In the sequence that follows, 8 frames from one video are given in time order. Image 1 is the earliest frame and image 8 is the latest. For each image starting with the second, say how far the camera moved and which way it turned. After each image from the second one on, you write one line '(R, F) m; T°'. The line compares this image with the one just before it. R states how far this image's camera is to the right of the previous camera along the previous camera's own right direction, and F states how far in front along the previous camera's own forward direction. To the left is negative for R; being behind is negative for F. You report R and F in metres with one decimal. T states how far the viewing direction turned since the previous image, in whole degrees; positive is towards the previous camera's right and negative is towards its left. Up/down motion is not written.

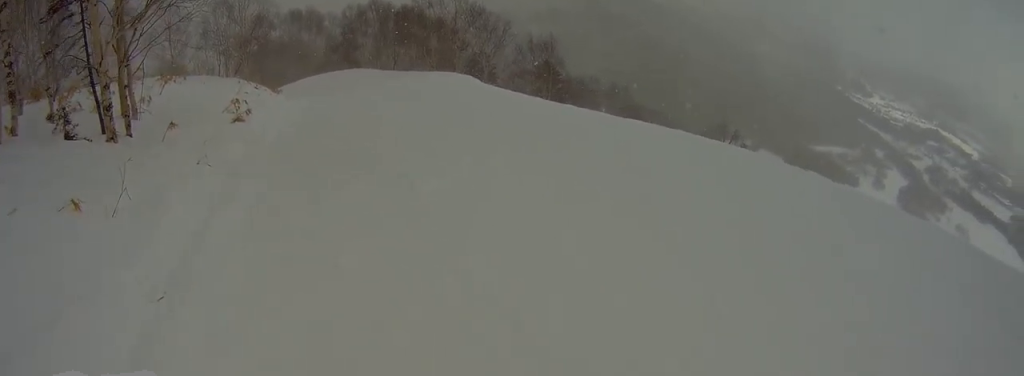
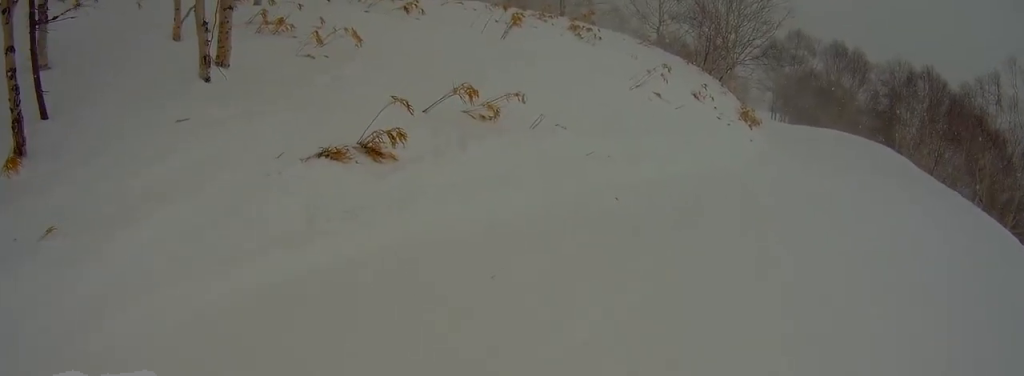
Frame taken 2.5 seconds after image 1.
(+0.5, +11.4) m; -20°
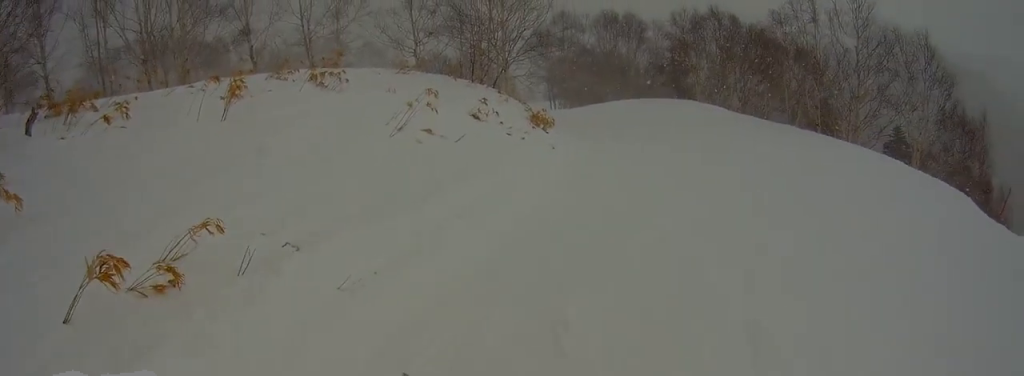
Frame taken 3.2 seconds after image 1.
(-0.5, +2.8) m; -2°
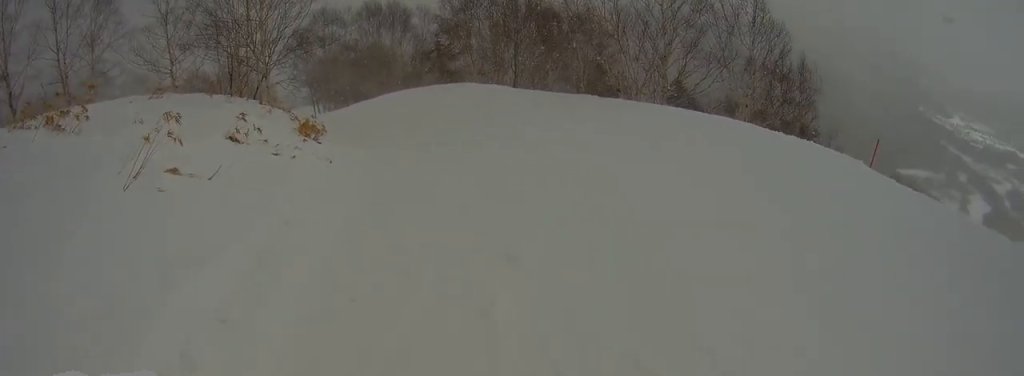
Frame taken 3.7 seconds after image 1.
(+0.1, +2.3) m; +12°
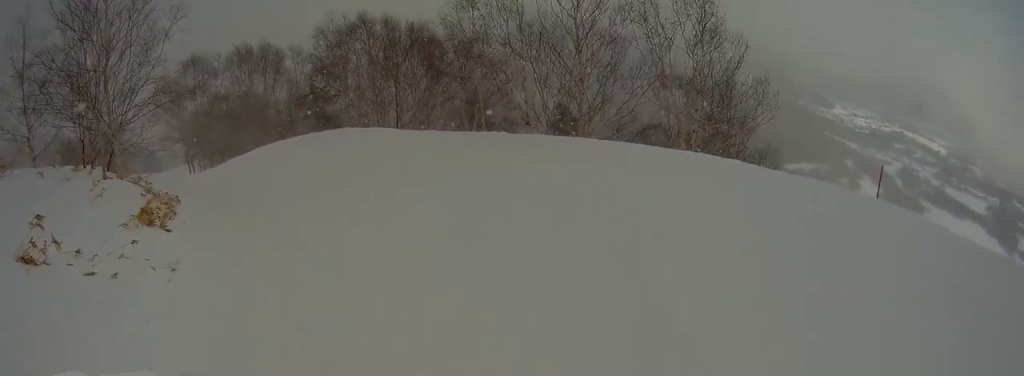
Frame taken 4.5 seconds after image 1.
(+0.7, +3.3) m; +15°
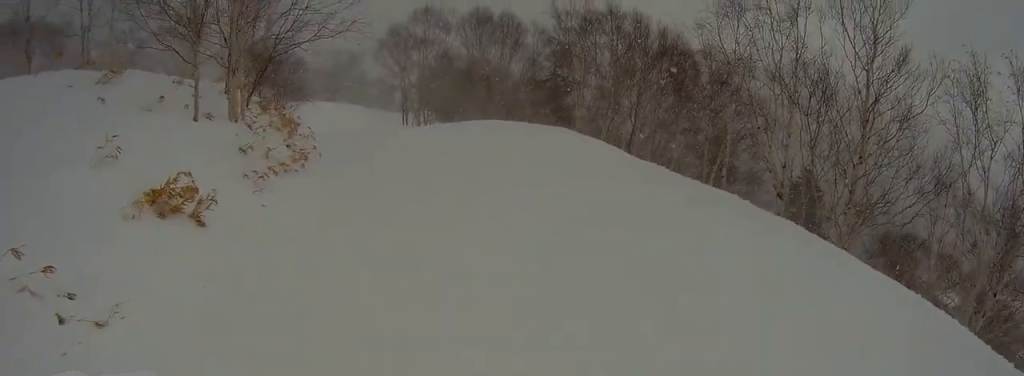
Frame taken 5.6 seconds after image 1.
(+0.6, +4.7) m; -6°
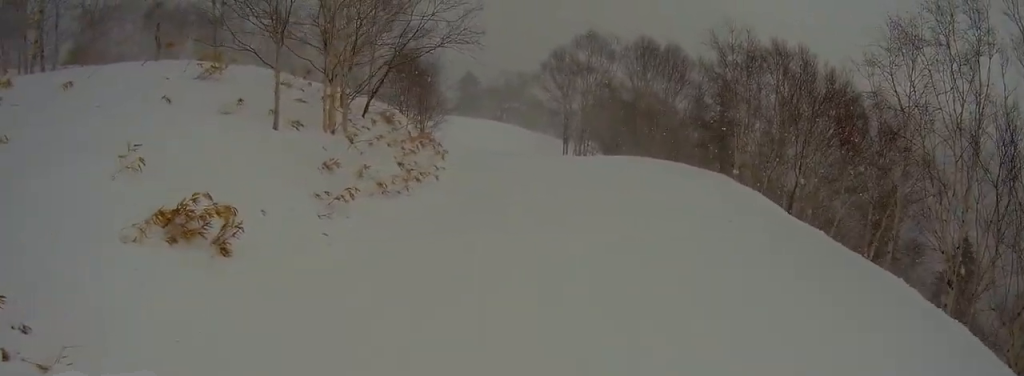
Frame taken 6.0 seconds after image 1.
(+0.2, +2.2) m; -9°
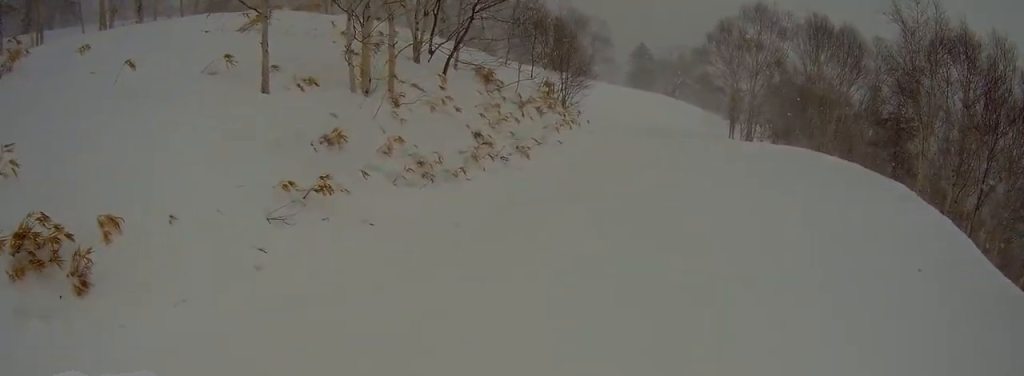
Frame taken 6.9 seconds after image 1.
(-1.4, +3.6) m; -14°
